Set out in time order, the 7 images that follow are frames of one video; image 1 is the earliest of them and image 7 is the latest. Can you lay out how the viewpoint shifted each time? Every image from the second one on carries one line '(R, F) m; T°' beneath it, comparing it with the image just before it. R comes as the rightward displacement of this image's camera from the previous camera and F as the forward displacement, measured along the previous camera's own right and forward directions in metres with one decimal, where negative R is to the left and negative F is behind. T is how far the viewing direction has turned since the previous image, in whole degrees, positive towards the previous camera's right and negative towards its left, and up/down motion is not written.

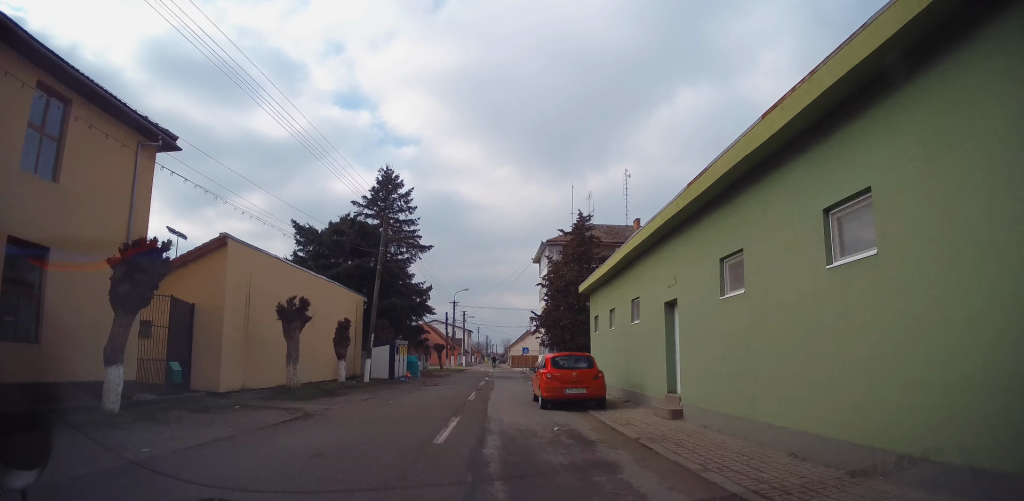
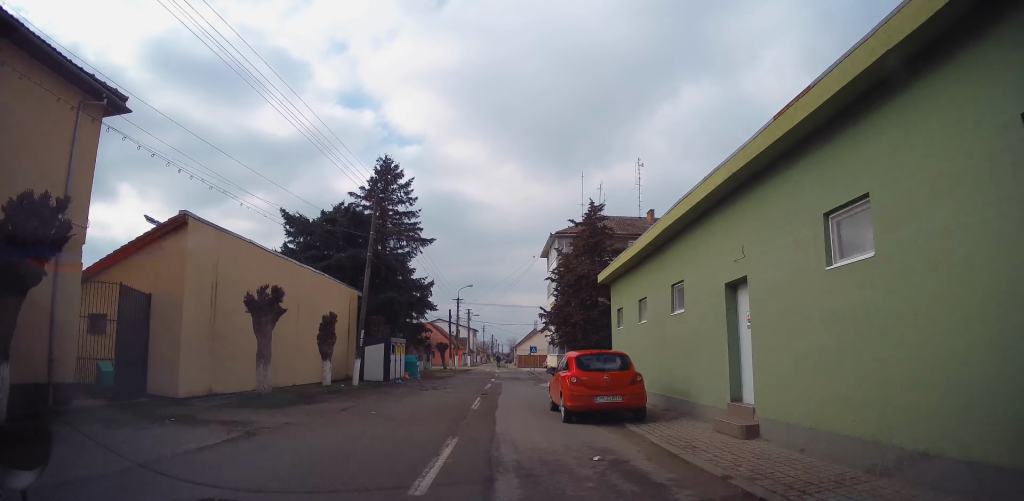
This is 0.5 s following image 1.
(+0.2, +3.1) m; 0°
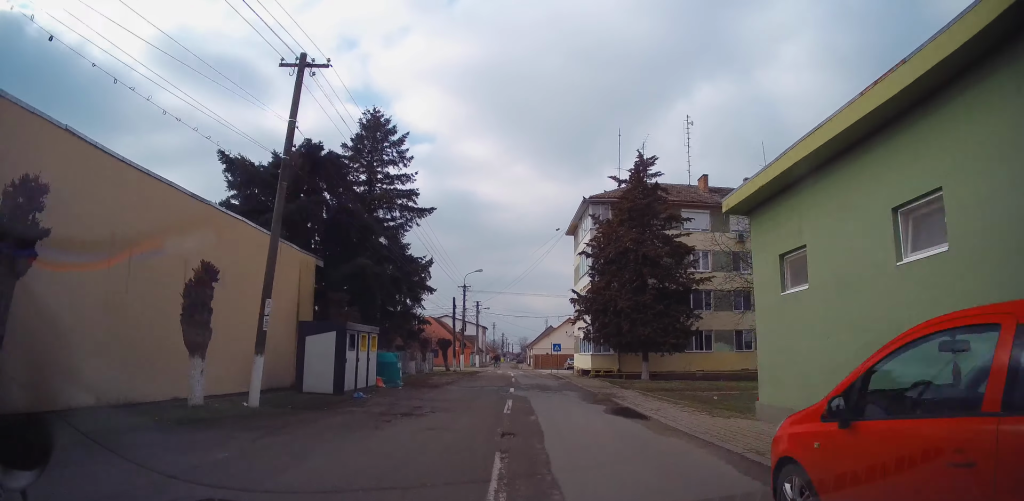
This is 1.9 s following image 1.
(-0.8, +10.3) m; -5°
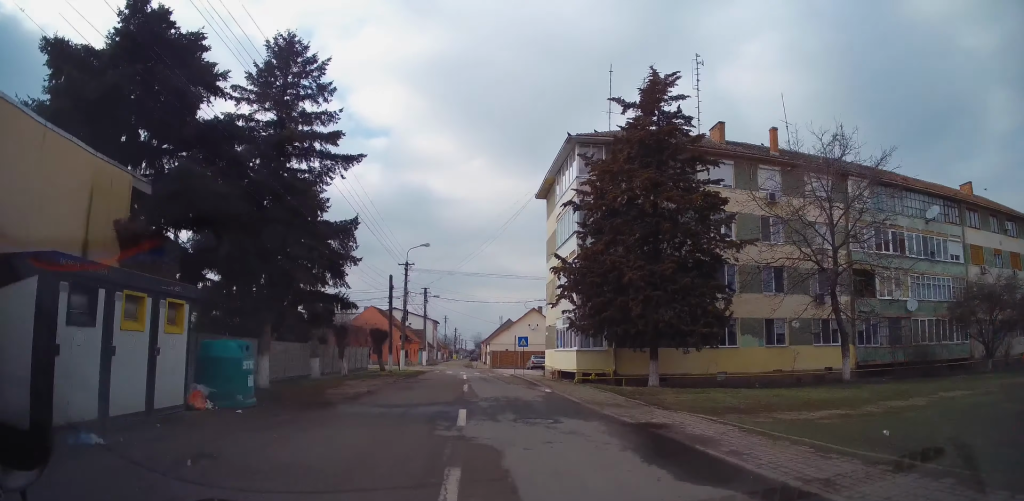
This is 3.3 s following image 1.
(+0.1, +9.9) m; +7°
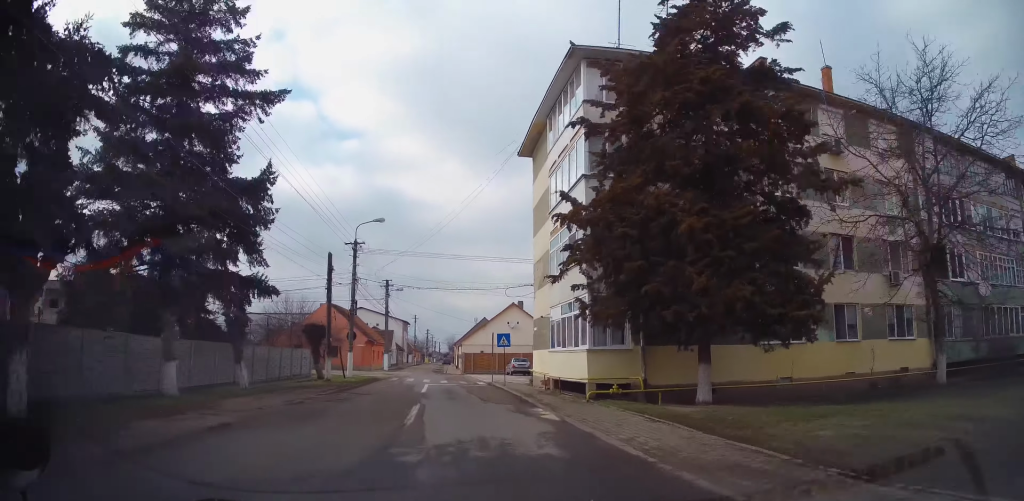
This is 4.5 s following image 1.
(+0.9, +8.5) m; +2°
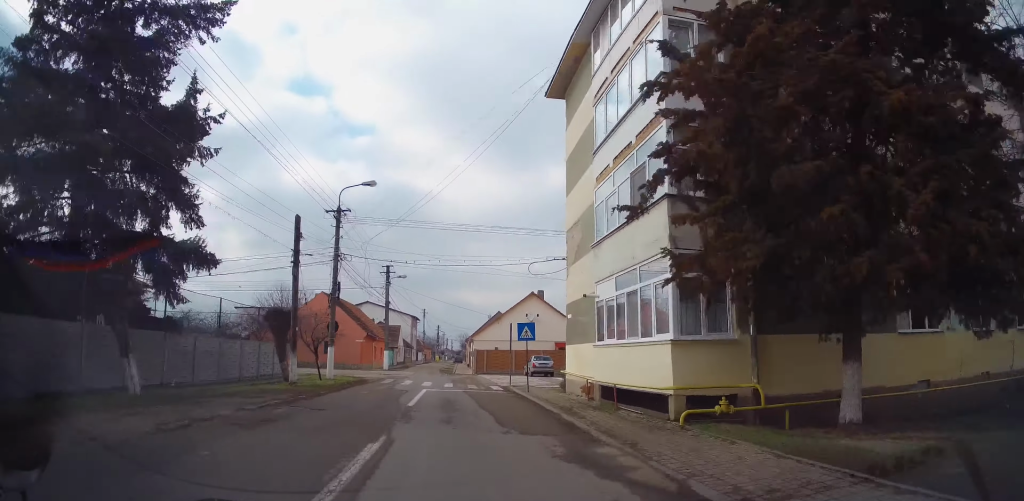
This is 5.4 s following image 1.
(-0.7, +6.6) m; -3°
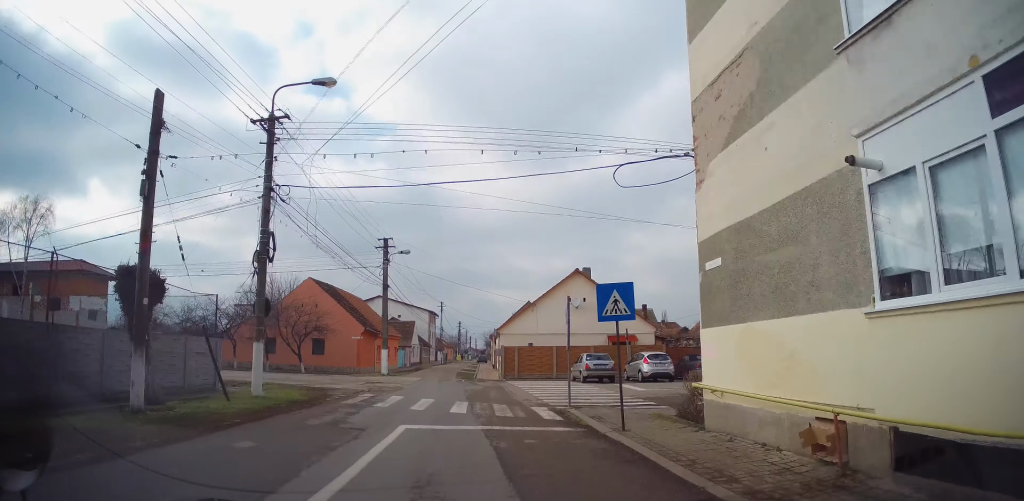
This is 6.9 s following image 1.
(+0.1, +10.5) m; -1°
